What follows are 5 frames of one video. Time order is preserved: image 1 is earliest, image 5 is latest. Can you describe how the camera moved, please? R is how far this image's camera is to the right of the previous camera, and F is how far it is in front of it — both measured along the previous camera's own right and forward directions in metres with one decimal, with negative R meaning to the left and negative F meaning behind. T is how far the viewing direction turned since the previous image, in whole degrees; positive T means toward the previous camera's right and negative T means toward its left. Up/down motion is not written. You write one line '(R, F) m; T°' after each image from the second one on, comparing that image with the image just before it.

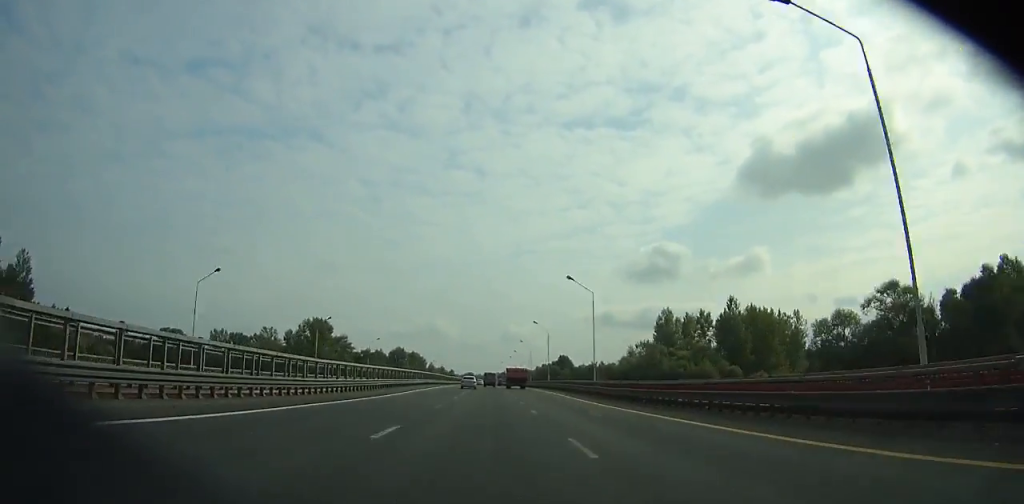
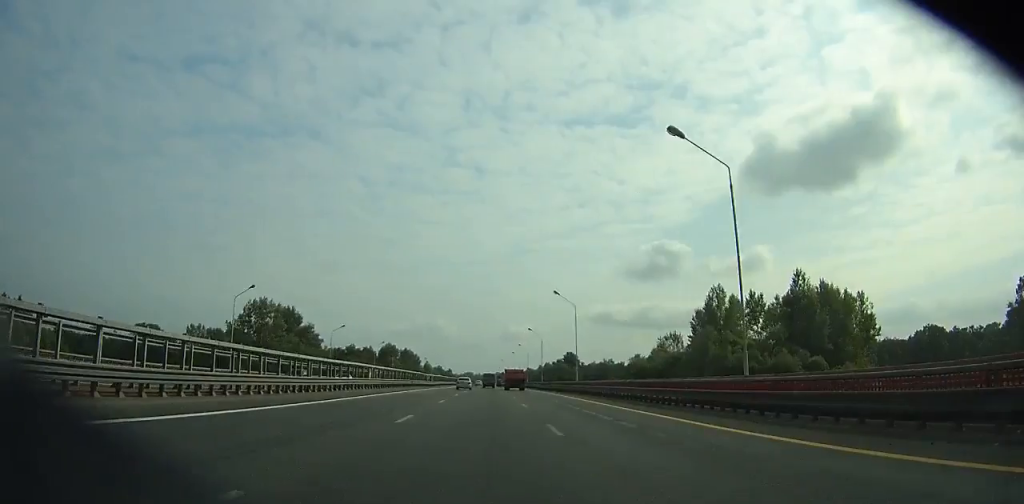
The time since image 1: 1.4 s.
(0.0, +32.5) m; 0°
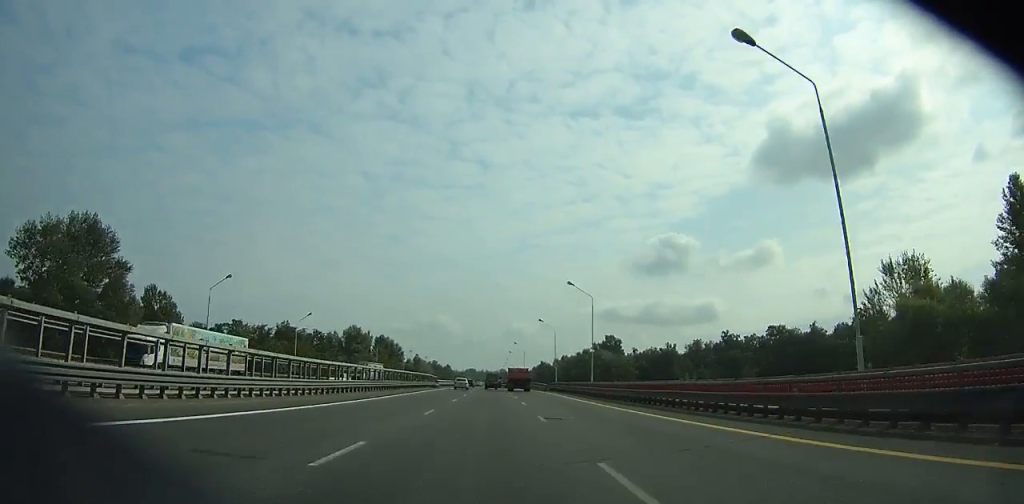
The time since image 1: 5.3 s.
(-0.5, +90.4) m; -1°
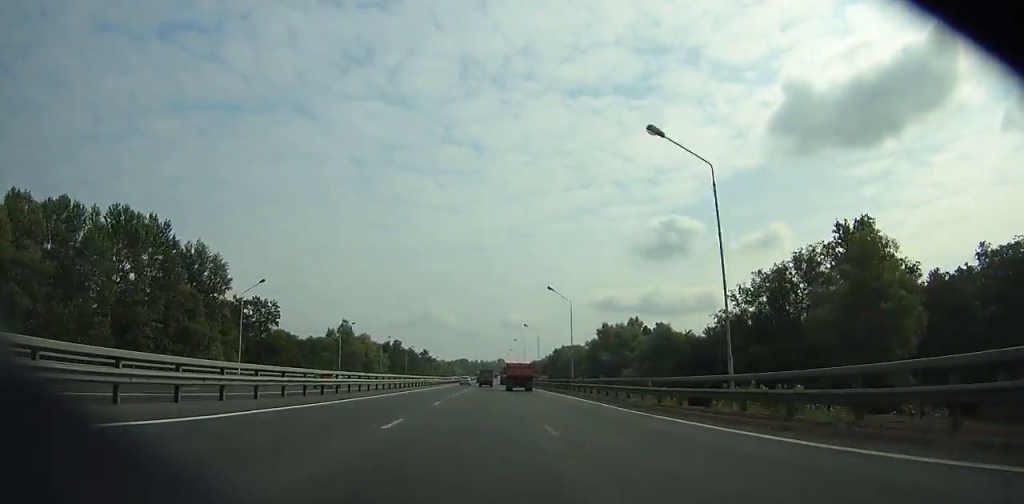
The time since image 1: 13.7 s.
(+0.5, +196.6) m; +1°
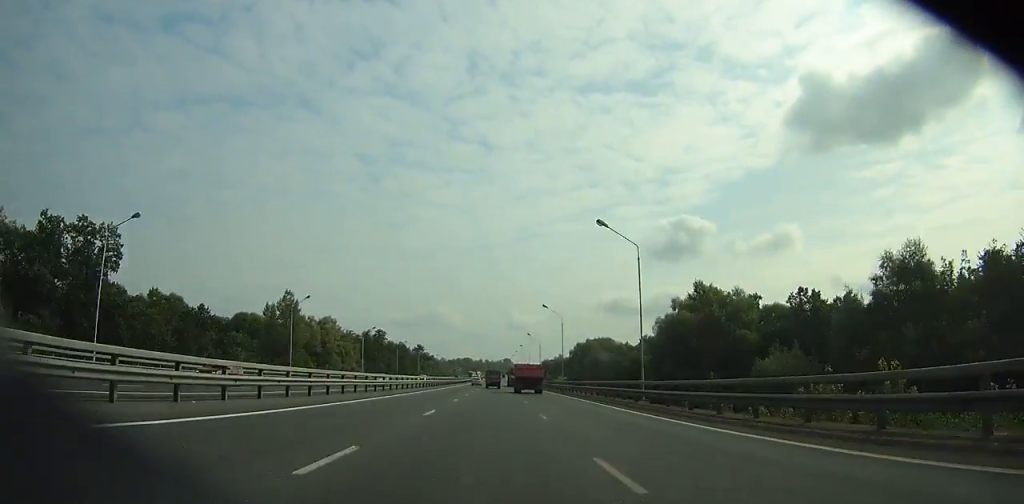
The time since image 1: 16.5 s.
(+0.1, +66.5) m; 0°
